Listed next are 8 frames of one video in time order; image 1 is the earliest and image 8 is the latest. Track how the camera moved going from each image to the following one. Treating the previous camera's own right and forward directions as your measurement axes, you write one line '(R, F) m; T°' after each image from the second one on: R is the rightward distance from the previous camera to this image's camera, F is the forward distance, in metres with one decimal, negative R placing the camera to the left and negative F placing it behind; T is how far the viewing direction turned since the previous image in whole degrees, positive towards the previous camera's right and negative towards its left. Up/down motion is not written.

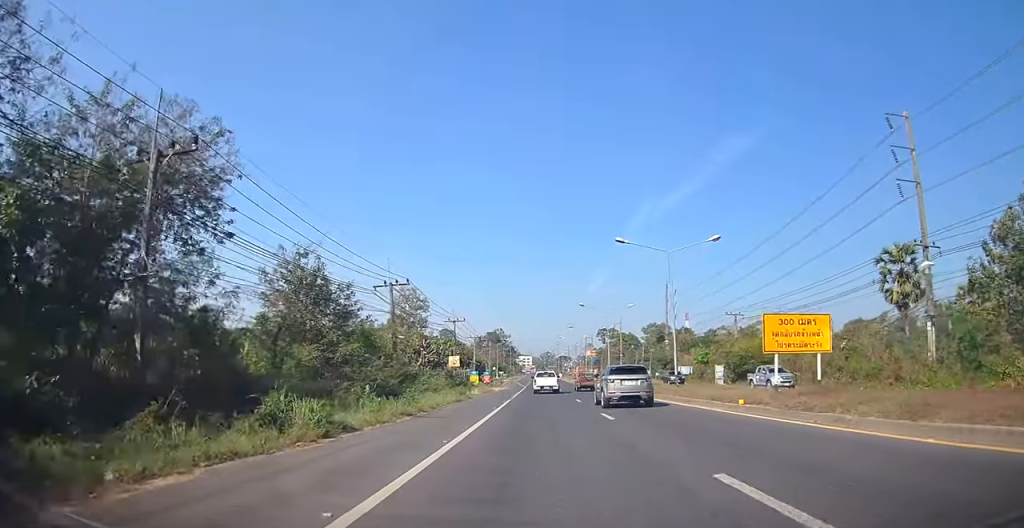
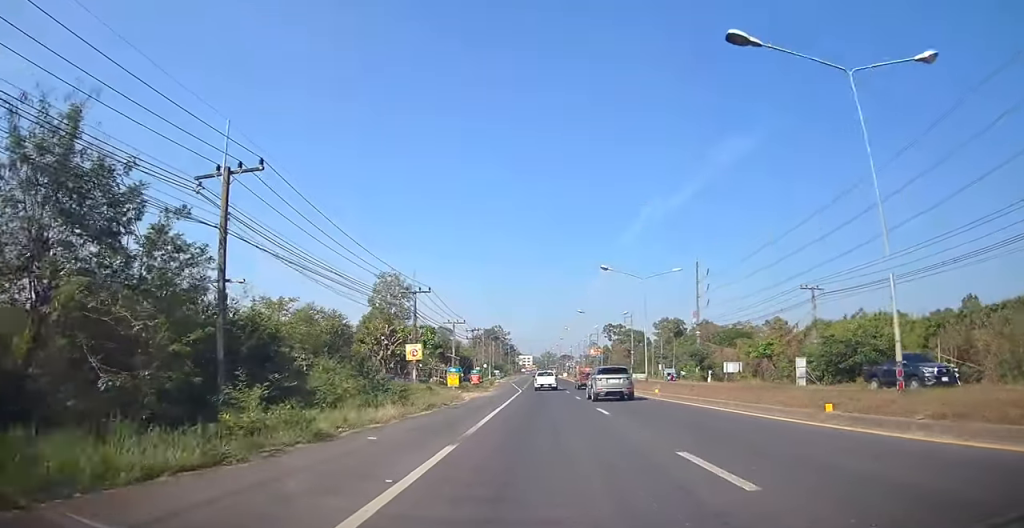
(+0.1, +22.3) m; 0°
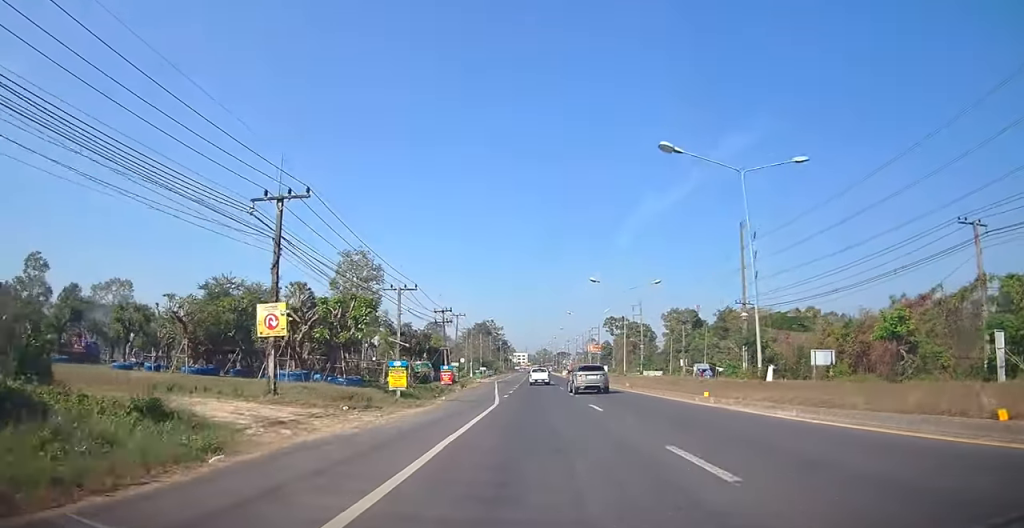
(-0.1, +24.0) m; +1°
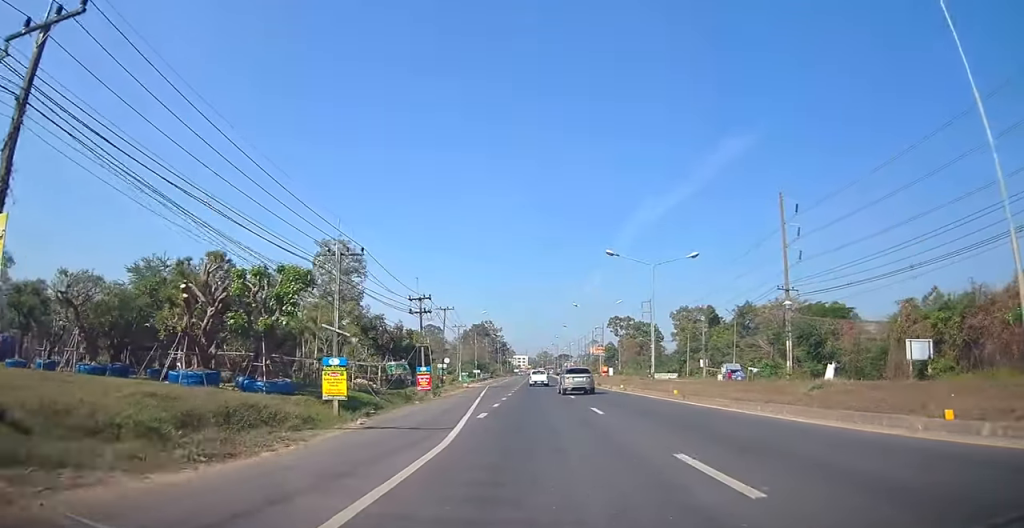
(+0.1, +13.1) m; +1°
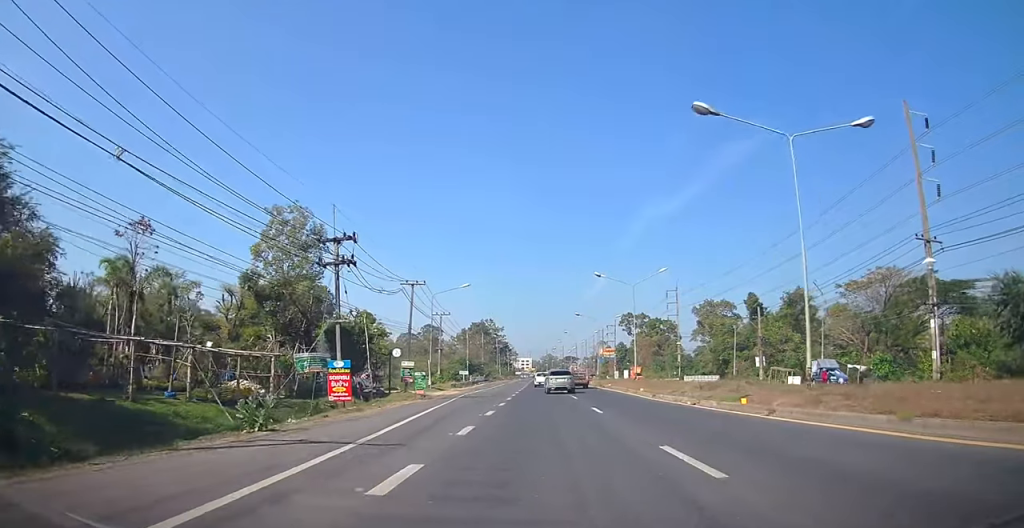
(+0.4, +24.0) m; +1°
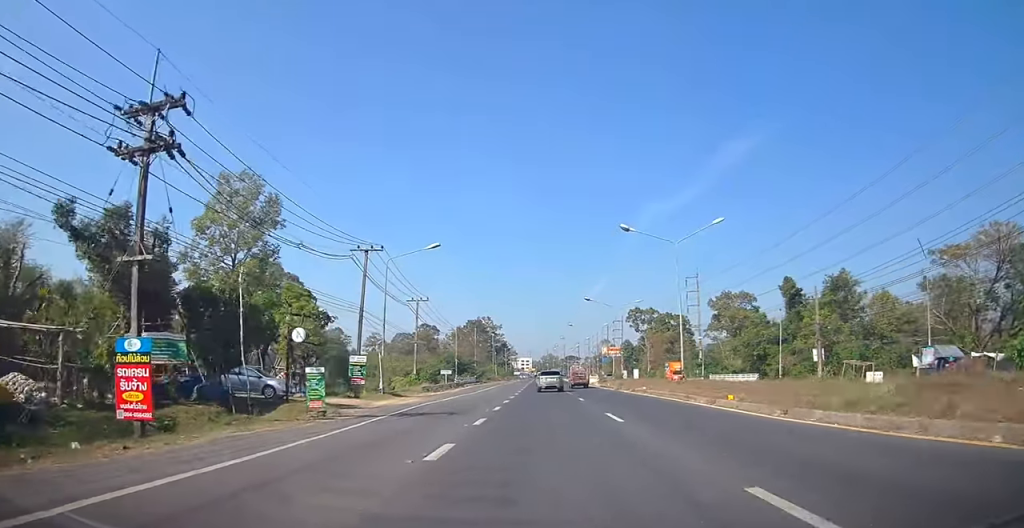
(+0.1, +16.6) m; 0°
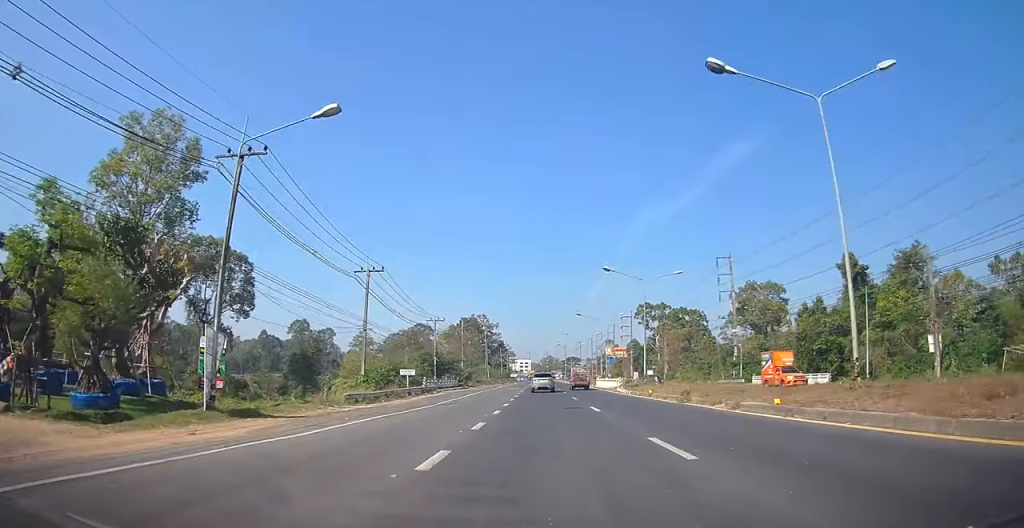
(-0.2, +20.2) m; -1°
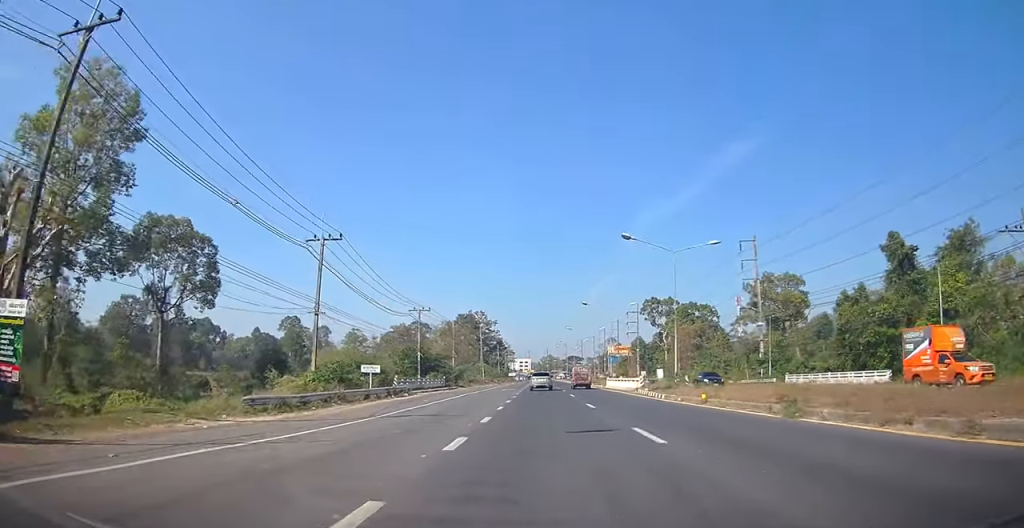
(-0.1, +10.7) m; 0°
